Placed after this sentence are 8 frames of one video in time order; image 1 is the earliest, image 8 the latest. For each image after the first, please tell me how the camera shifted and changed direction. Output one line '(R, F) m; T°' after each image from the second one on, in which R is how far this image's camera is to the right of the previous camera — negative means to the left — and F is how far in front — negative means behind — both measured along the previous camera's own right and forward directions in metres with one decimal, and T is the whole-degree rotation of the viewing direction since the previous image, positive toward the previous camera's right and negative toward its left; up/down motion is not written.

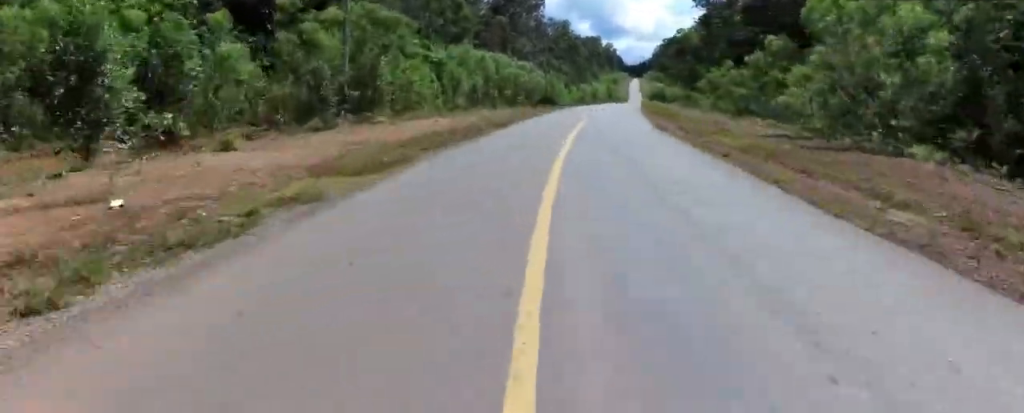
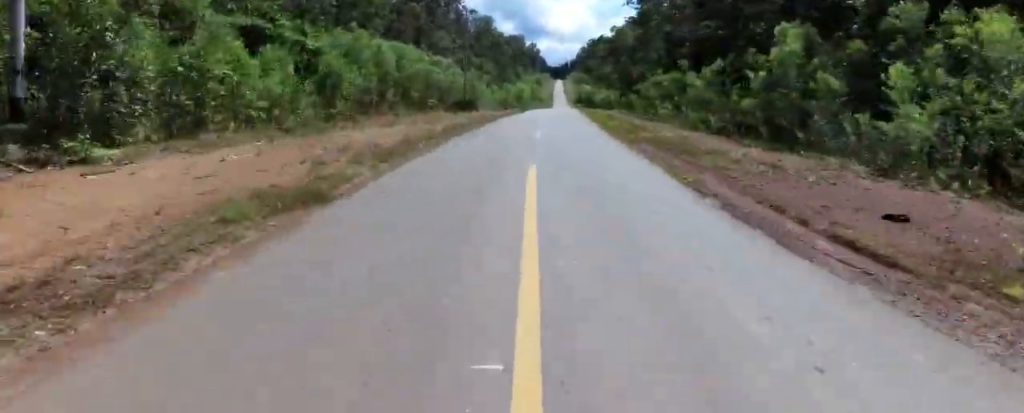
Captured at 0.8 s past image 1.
(-0.6, +11.7) m; +1°
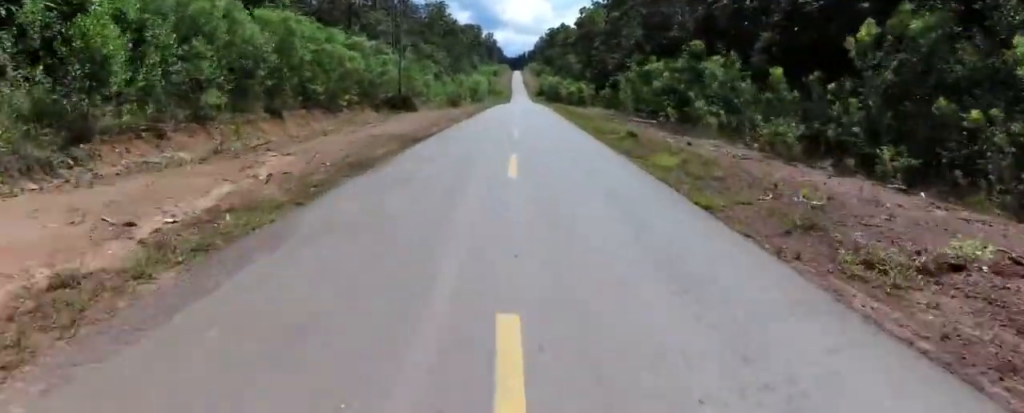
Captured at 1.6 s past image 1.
(+0.8, +14.4) m; +9°
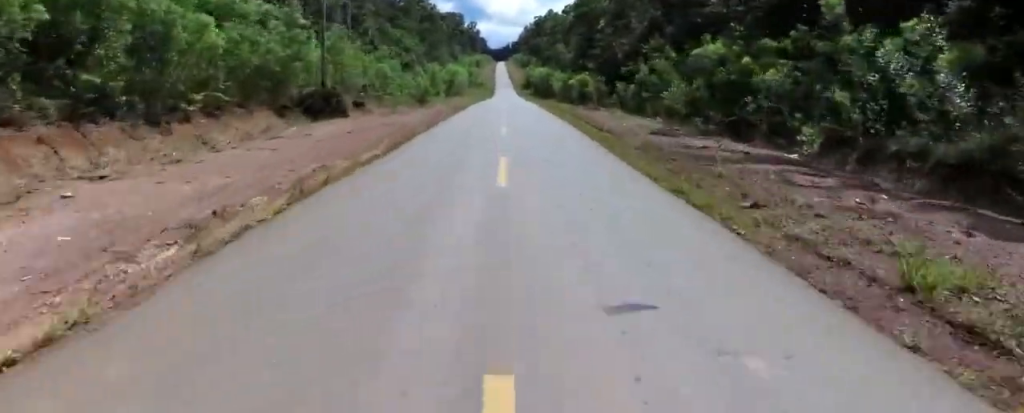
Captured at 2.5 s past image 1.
(+1.7, +16.3) m; +4°
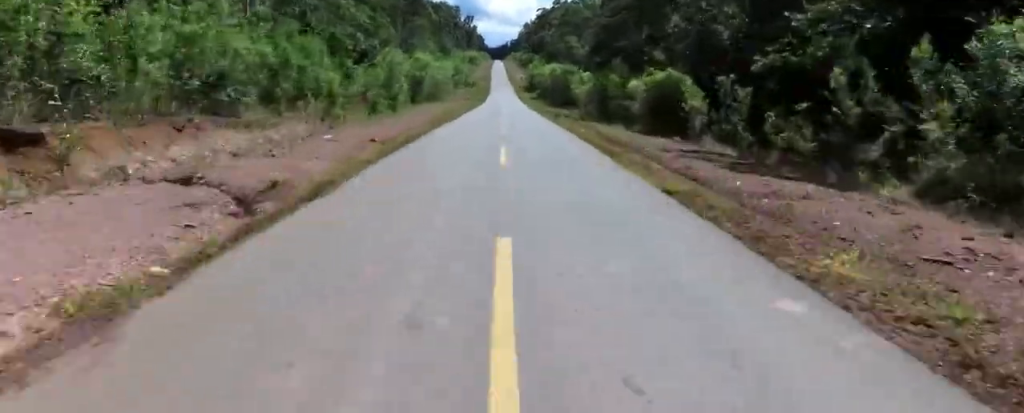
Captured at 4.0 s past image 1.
(-0.6, +29.7) m; -2°
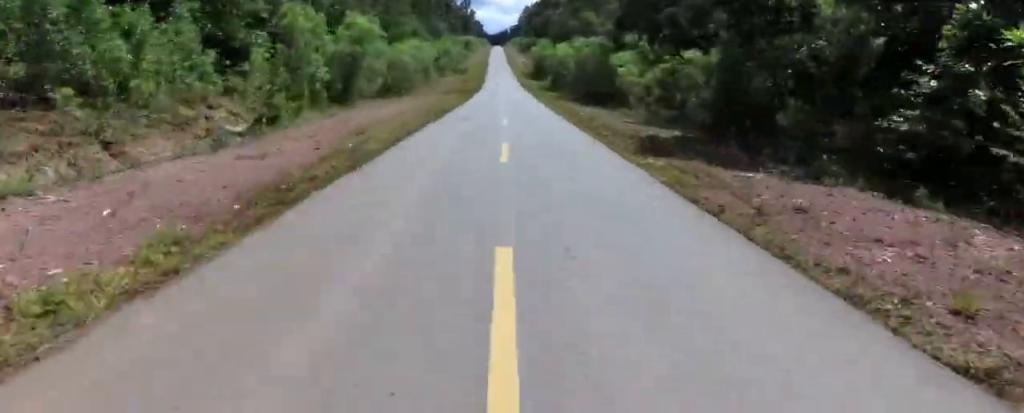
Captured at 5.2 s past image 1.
(-0.4, +25.5) m; -1°
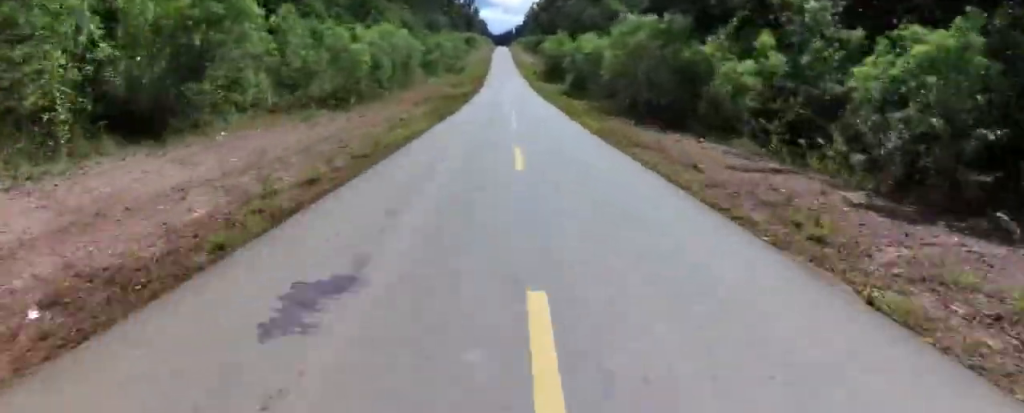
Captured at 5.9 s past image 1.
(-0.3, +17.6) m; 0°
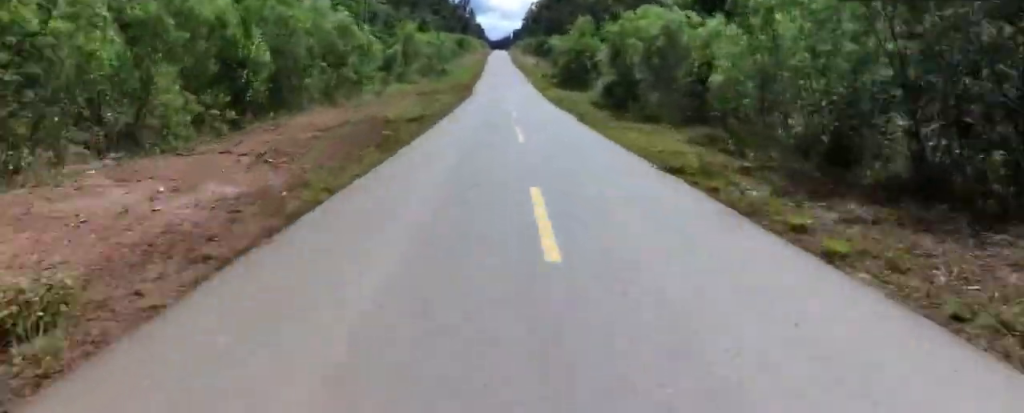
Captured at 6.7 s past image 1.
(+0.9, +20.3) m; -2°
